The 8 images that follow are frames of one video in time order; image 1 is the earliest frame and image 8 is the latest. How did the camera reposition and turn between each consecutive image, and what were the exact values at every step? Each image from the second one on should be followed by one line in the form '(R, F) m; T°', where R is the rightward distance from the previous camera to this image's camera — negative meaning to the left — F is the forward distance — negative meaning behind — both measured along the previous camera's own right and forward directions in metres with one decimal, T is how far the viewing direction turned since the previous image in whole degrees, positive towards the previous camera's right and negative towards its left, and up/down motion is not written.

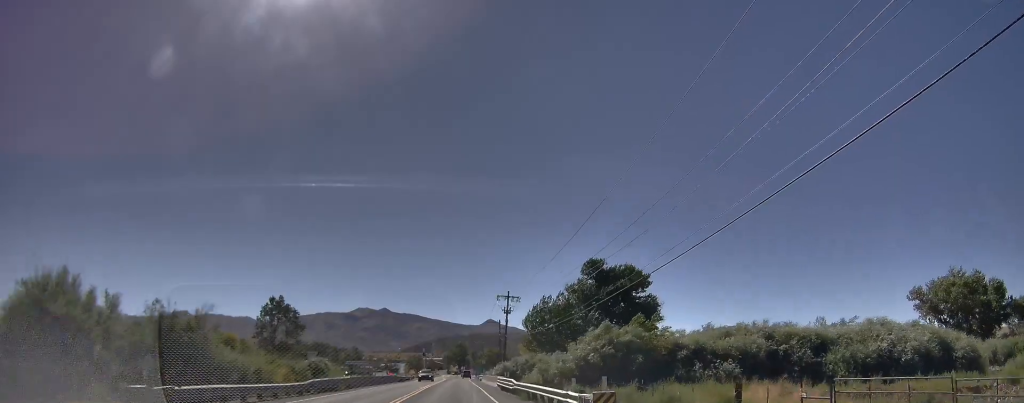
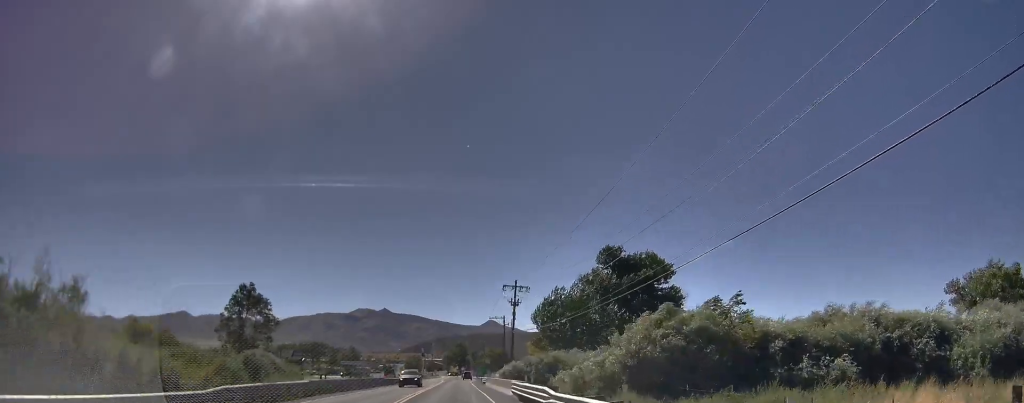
(0.0, +10.5) m; -1°
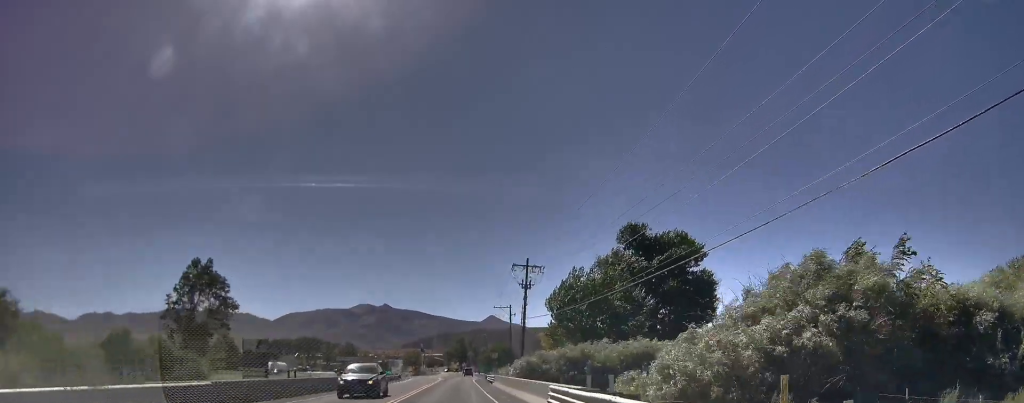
(-0.2, +9.7) m; -1°
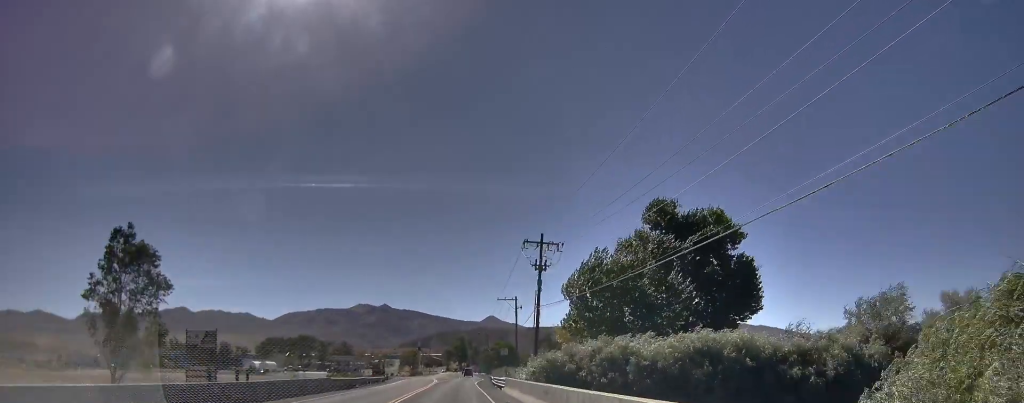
(-0.1, +10.2) m; 0°
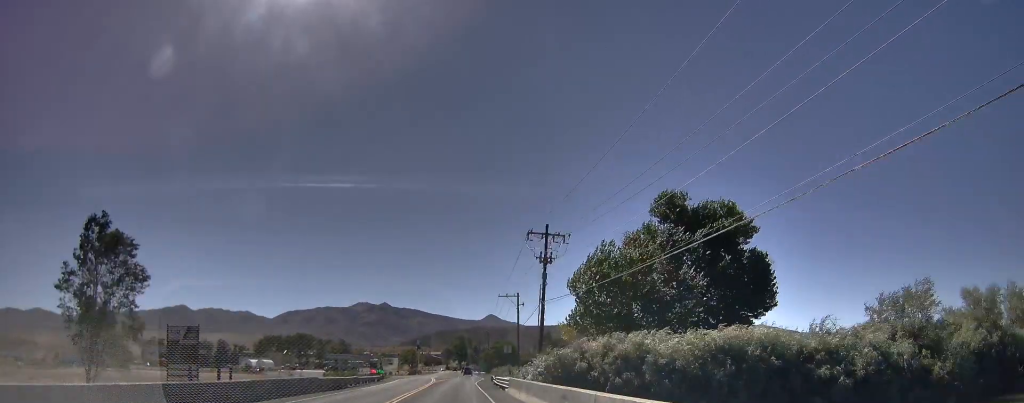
(+0.1, +15.4) m; +1°
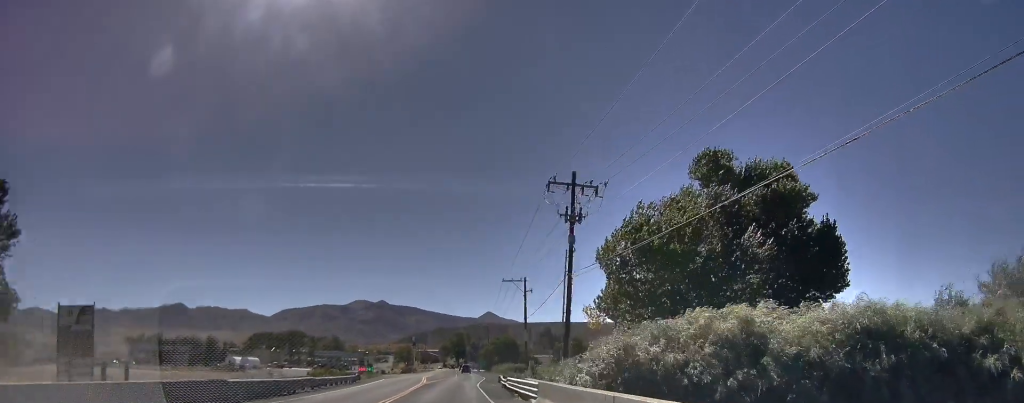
(+0.2, +14.0) m; +1°
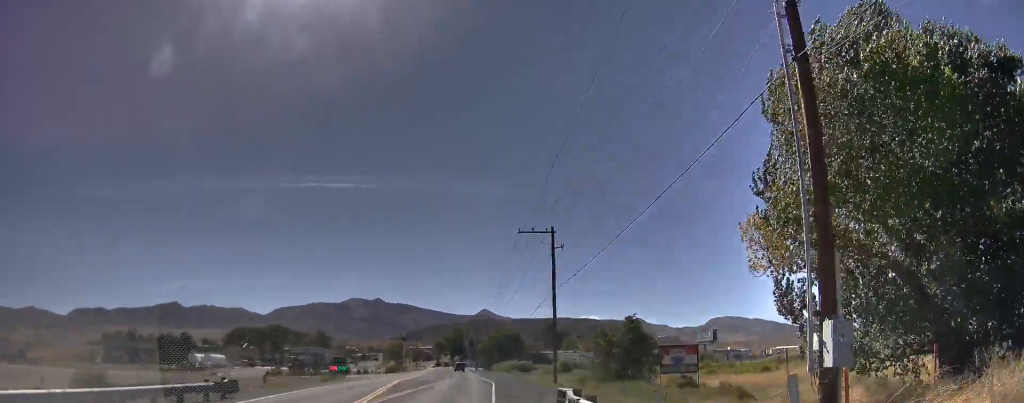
(0.0, +26.5) m; 0°
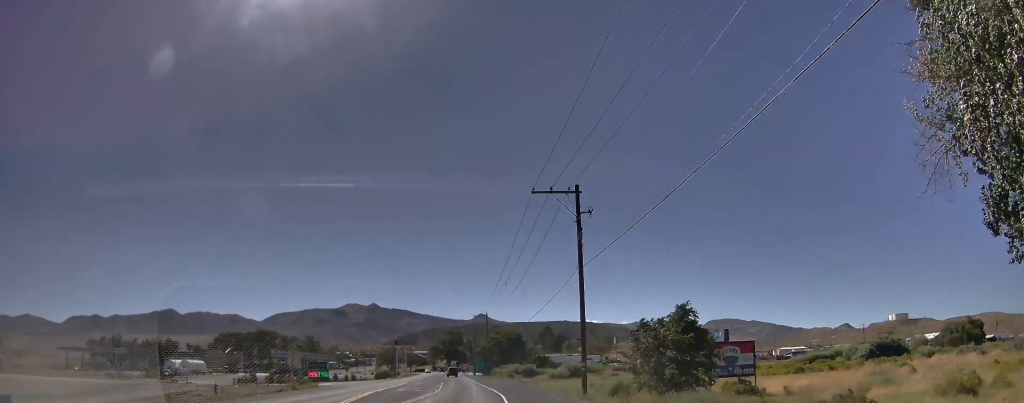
(0.0, +12.8) m; -1°
